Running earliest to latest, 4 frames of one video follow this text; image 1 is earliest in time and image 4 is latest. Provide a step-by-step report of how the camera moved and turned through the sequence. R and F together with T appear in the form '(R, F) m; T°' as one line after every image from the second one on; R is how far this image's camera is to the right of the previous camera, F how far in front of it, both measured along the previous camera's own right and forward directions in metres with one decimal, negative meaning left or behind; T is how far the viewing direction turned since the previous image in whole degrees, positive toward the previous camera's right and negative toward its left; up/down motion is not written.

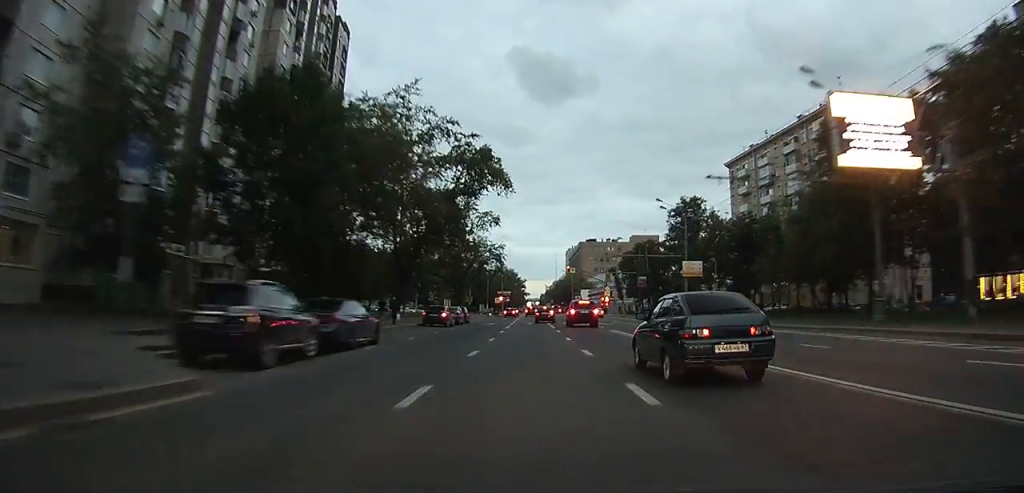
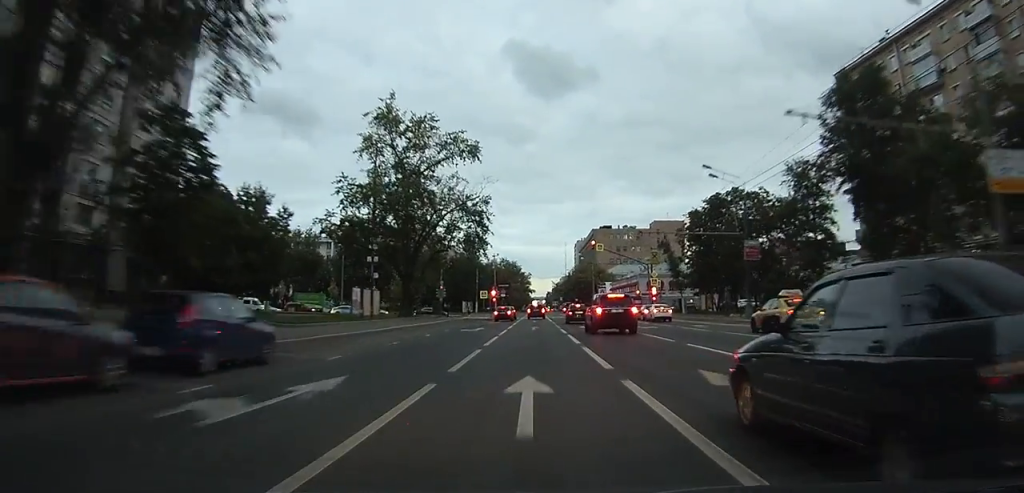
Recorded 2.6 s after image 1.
(-0.6, +42.2) m; -1°
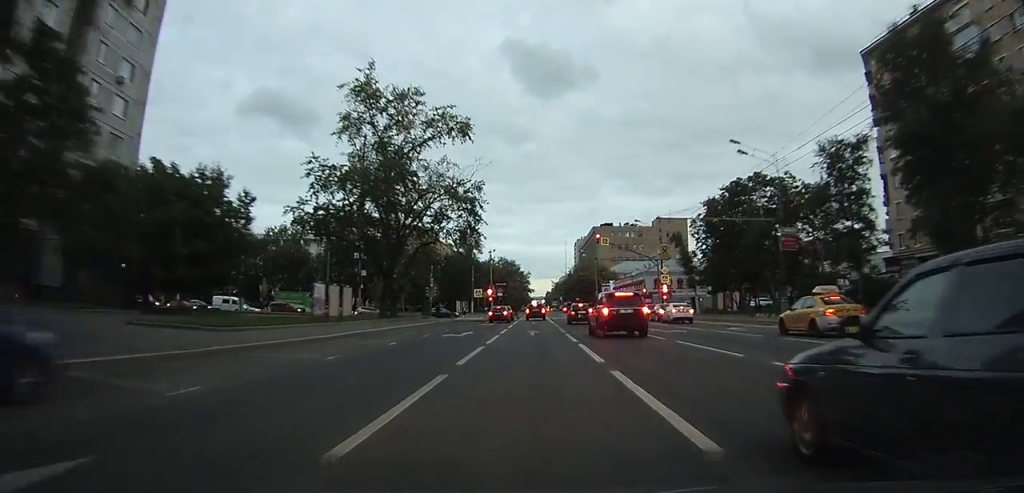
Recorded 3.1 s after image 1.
(0.0, +7.2) m; 0°
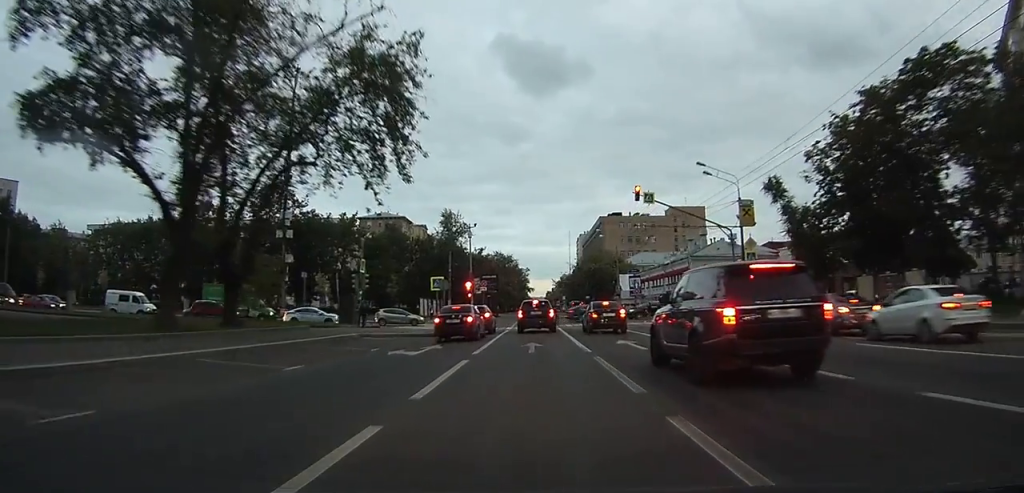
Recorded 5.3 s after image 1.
(-0.5, +29.1) m; 0°
